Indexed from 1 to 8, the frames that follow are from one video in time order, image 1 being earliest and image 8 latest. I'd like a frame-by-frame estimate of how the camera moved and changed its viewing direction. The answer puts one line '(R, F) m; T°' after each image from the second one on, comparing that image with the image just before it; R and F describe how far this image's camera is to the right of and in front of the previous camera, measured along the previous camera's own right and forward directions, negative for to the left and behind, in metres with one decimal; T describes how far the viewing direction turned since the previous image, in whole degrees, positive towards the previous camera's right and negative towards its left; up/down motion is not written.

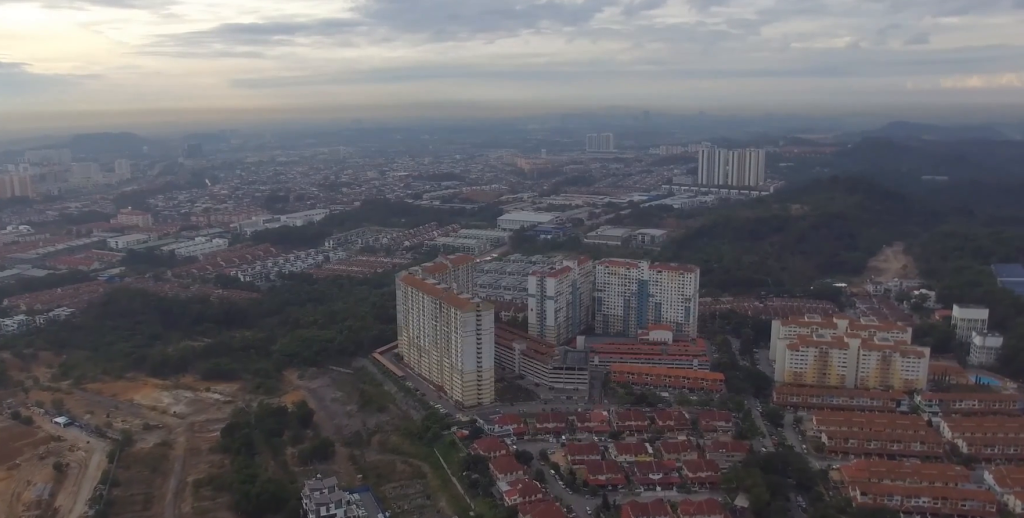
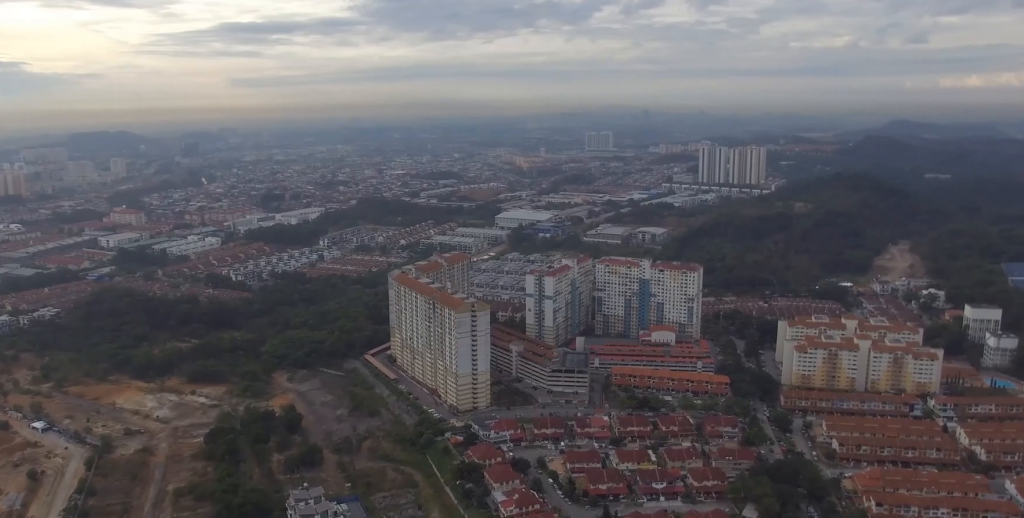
(0.0, +20.1) m; 0°
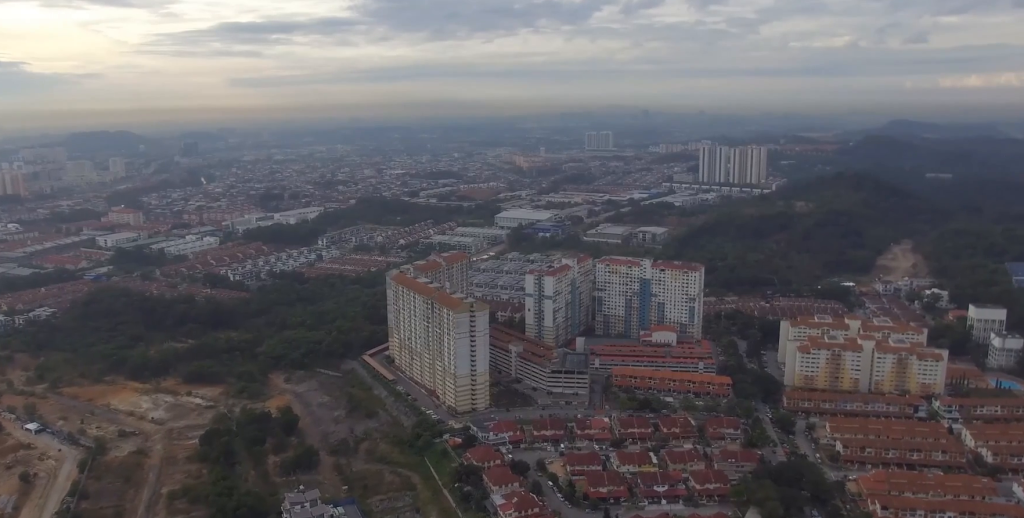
(0.0, +6.2) m; 0°
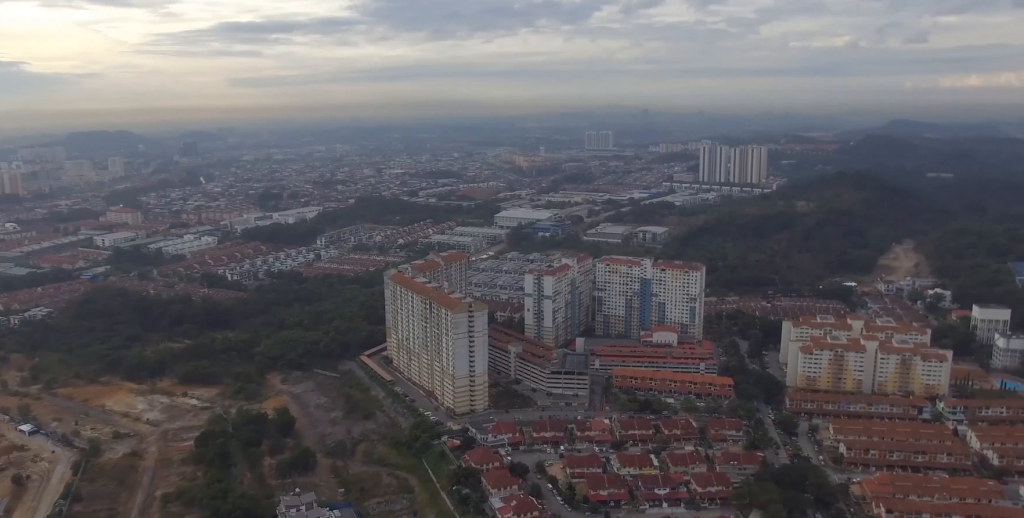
(0.0, +5.3) m; 0°
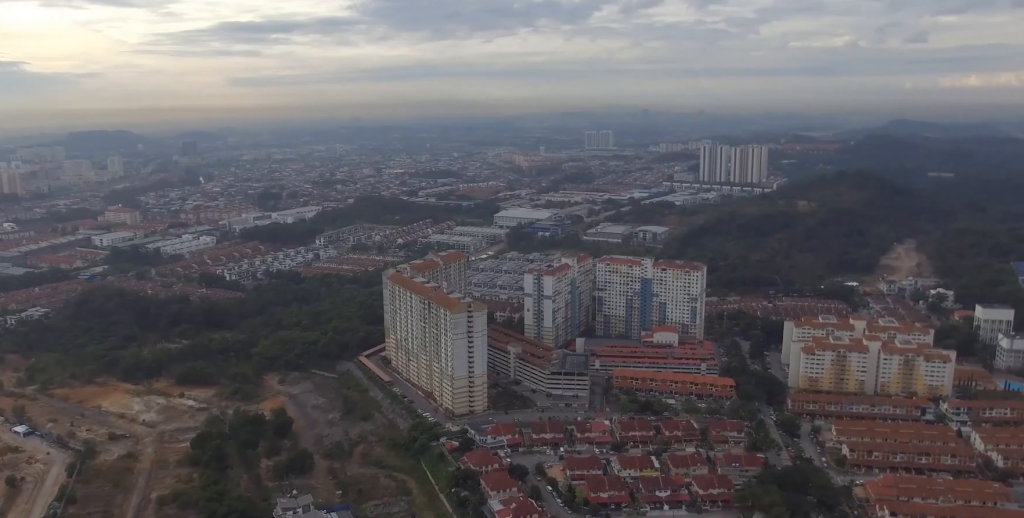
(0.0, +4.5) m; 0°
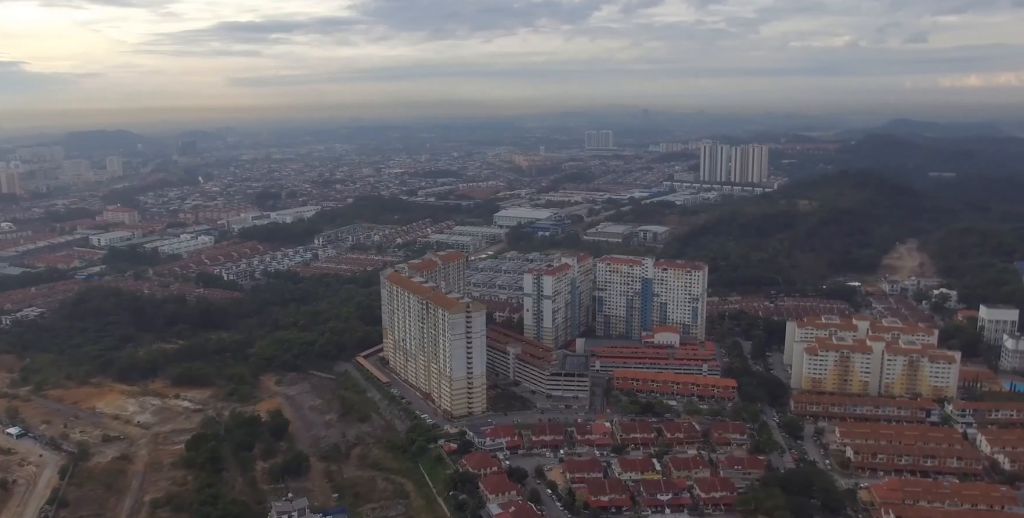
(0.0, +5.7) m; 0°
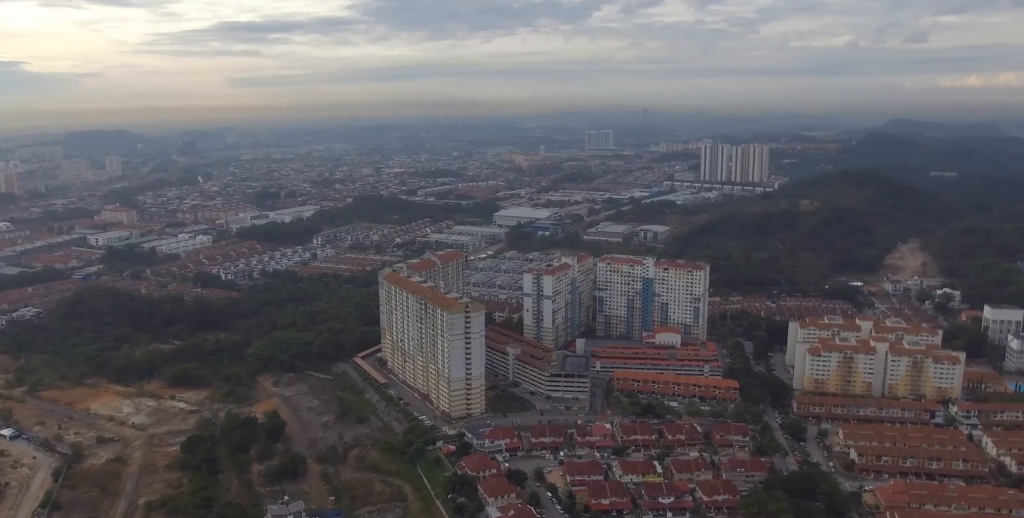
(0.0, +5.7) m; 0°
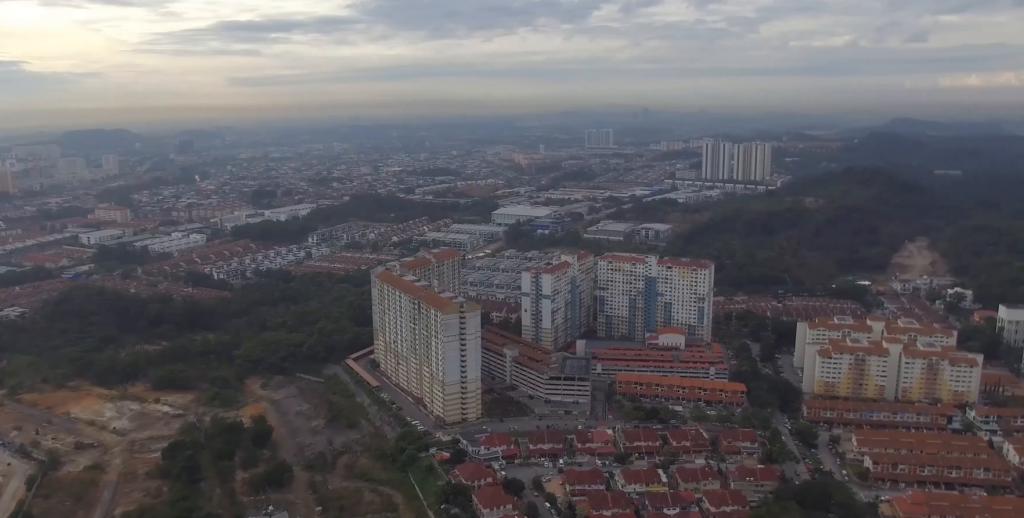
(0.0, +19.5) m; 0°
